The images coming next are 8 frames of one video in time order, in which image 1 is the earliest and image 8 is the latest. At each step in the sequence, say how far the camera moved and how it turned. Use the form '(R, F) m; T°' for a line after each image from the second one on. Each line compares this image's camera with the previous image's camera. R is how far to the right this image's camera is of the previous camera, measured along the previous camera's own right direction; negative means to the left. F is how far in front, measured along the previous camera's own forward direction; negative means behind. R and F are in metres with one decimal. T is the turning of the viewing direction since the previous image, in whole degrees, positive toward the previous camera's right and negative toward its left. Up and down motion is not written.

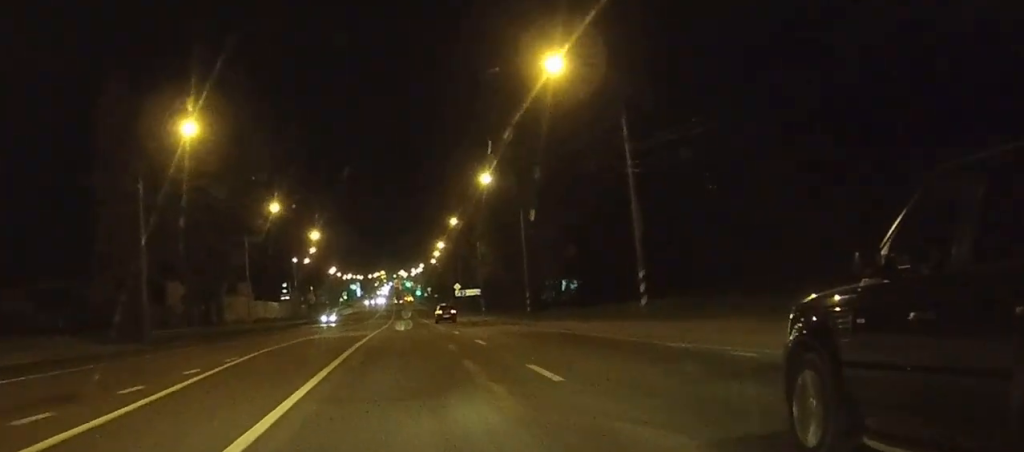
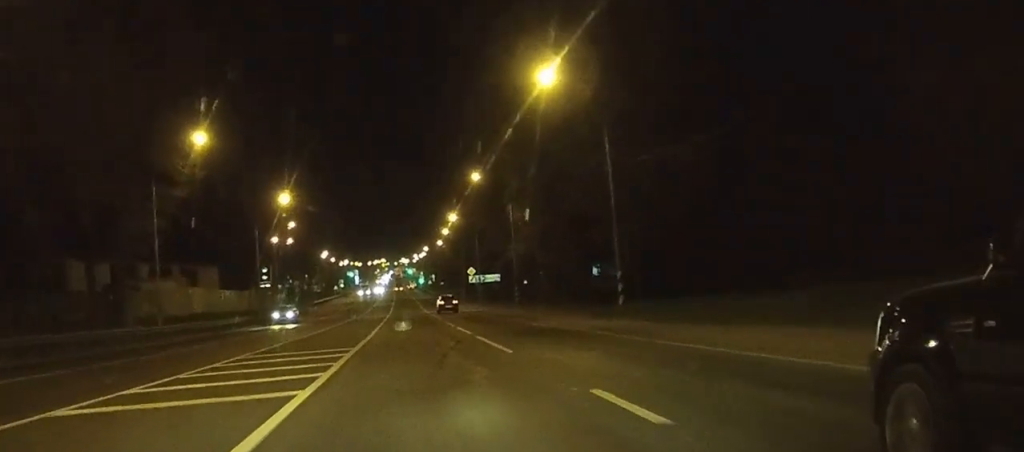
(0.0, +29.1) m; 0°
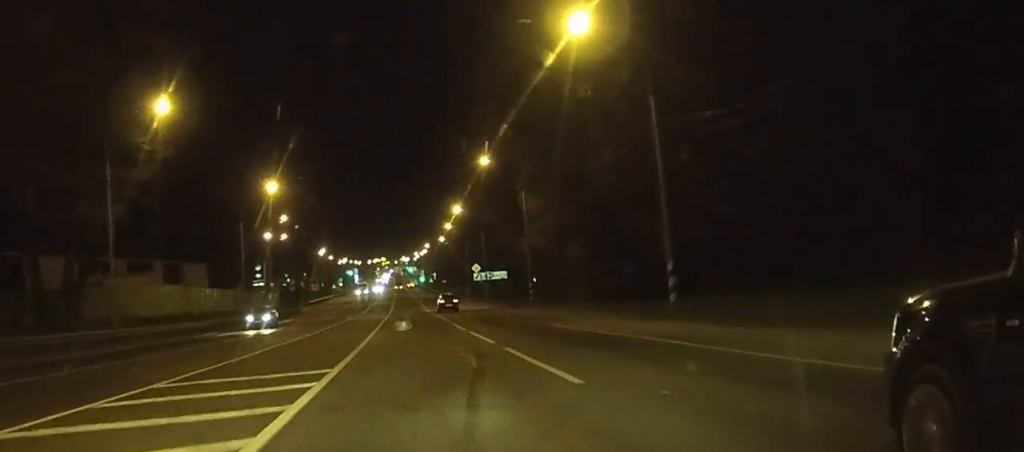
(0.0, +7.7) m; 0°
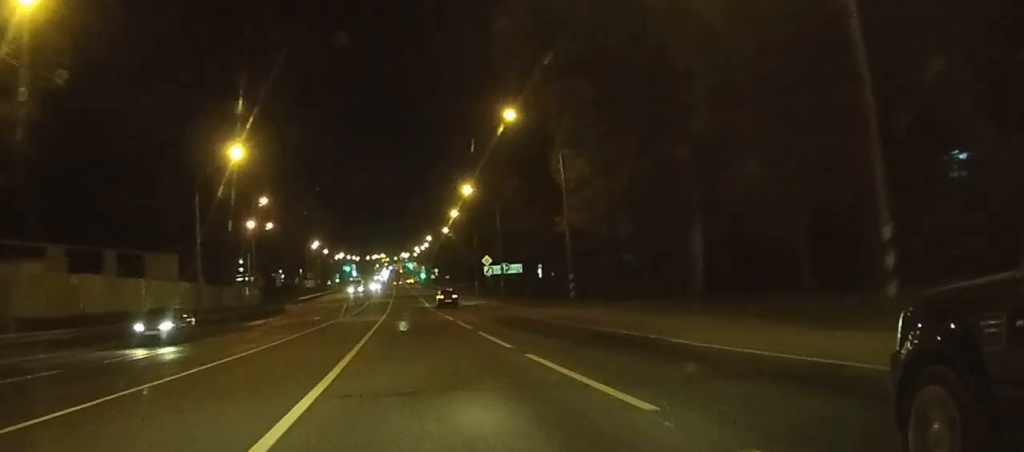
(0.0, +15.5) m; 0°
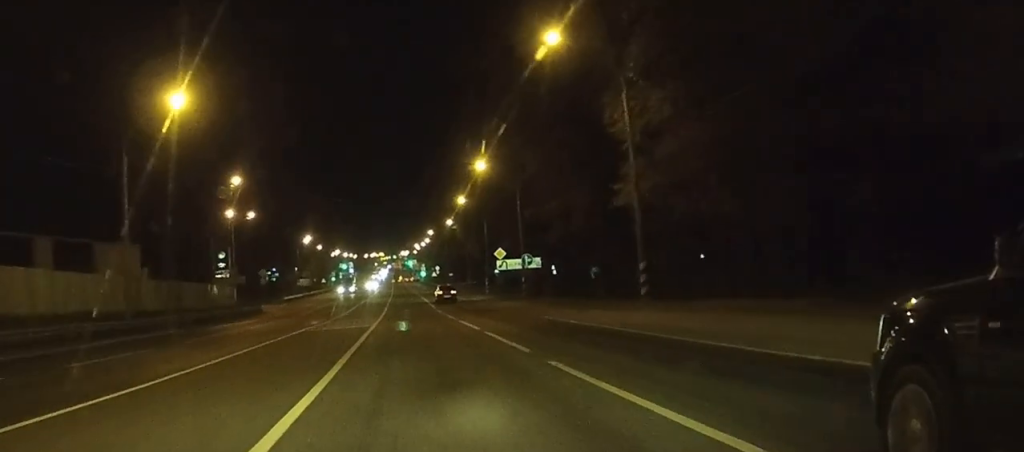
(-0.1, +14.7) m; 0°
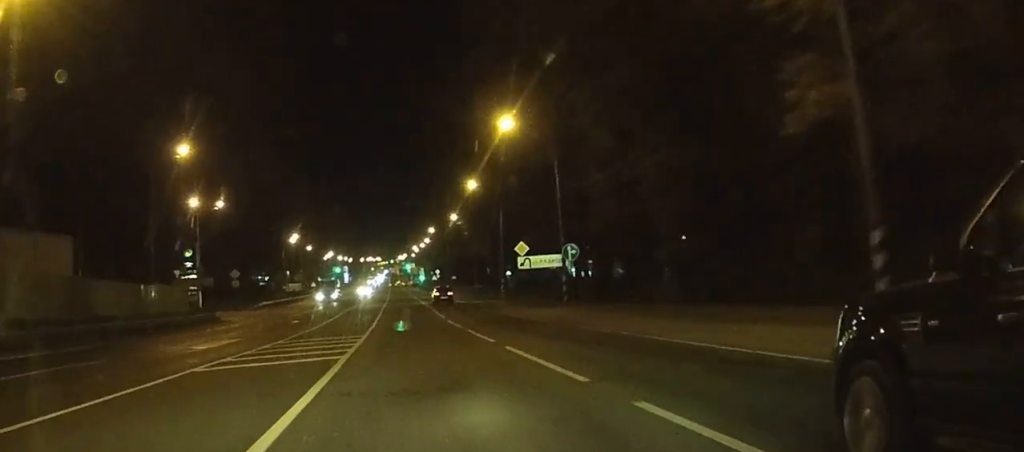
(0.0, +17.8) m; 0°
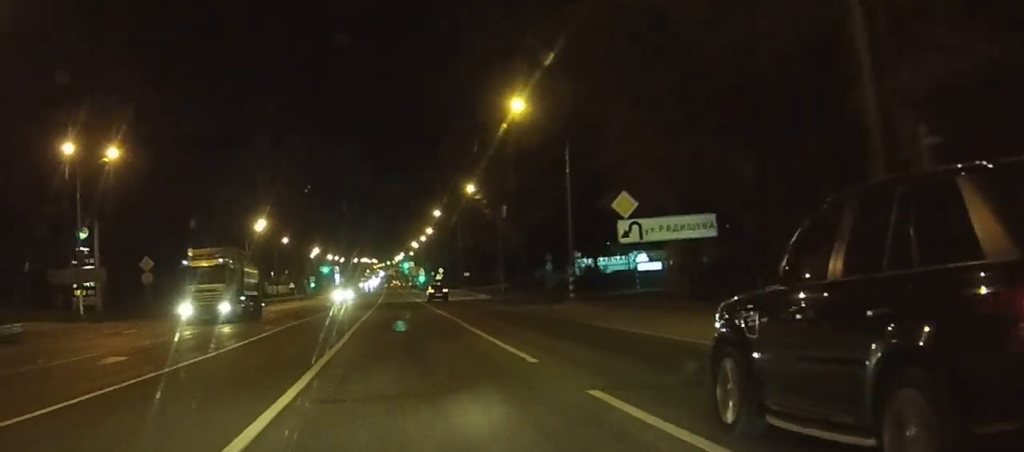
(0.0, +34.3) m; 0°
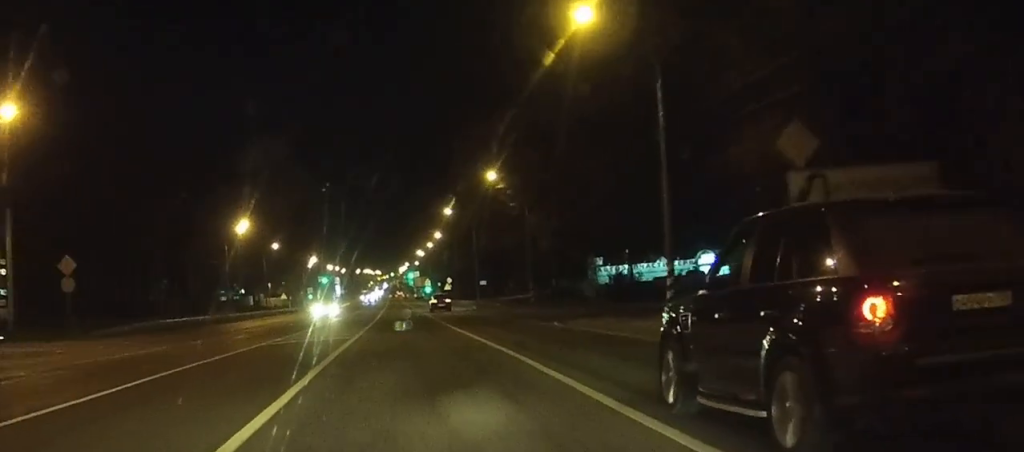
(0.0, +17.1) m; 0°
